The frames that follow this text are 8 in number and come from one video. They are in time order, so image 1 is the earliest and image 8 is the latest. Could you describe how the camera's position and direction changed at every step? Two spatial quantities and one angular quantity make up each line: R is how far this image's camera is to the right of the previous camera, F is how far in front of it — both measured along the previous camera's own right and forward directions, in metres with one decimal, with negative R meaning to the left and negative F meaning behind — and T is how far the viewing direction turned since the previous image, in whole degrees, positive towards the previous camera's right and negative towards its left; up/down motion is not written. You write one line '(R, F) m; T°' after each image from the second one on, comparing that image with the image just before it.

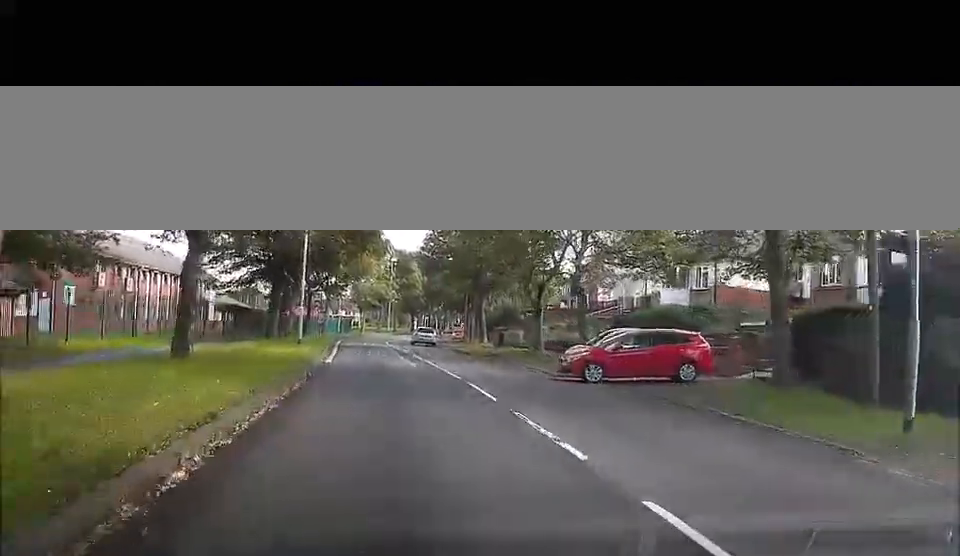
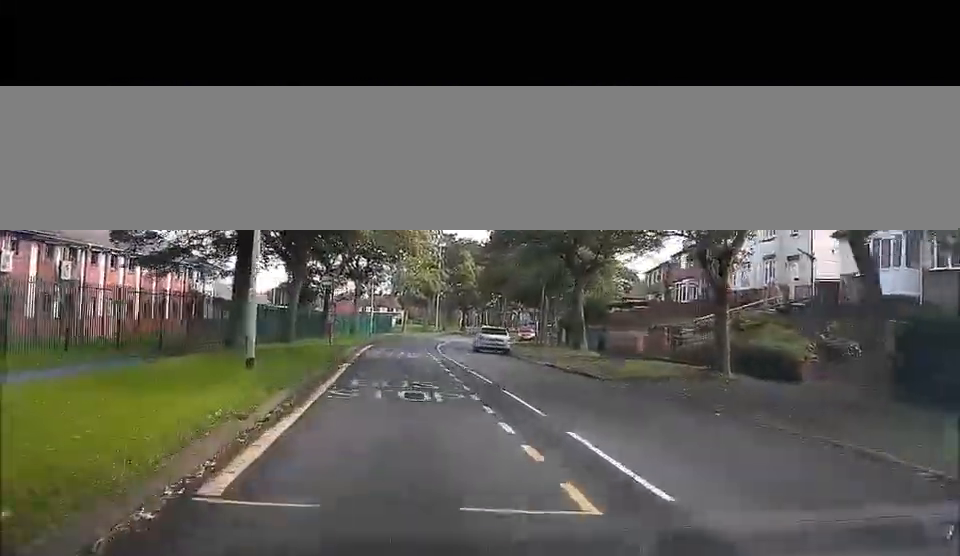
(-0.1, +19.4) m; -2°
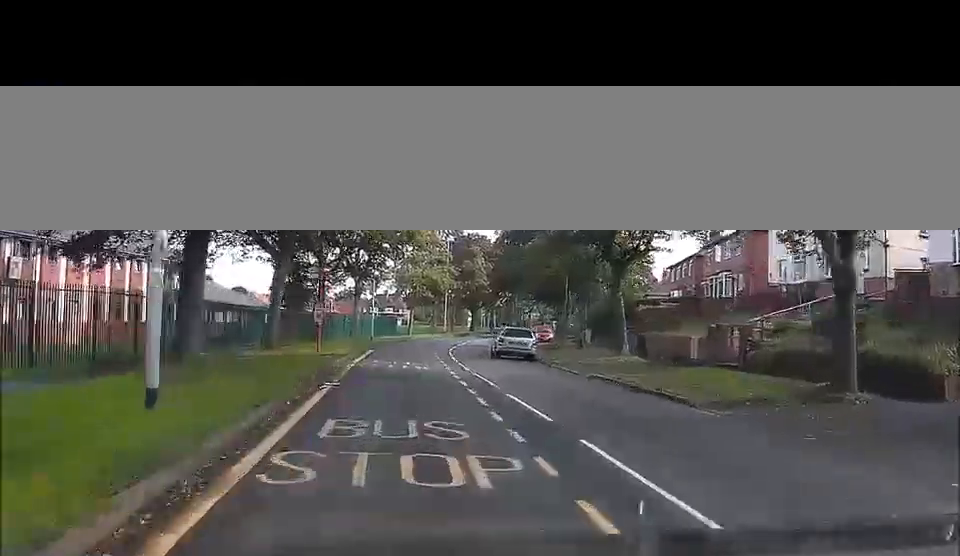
(-0.1, +6.4) m; 0°
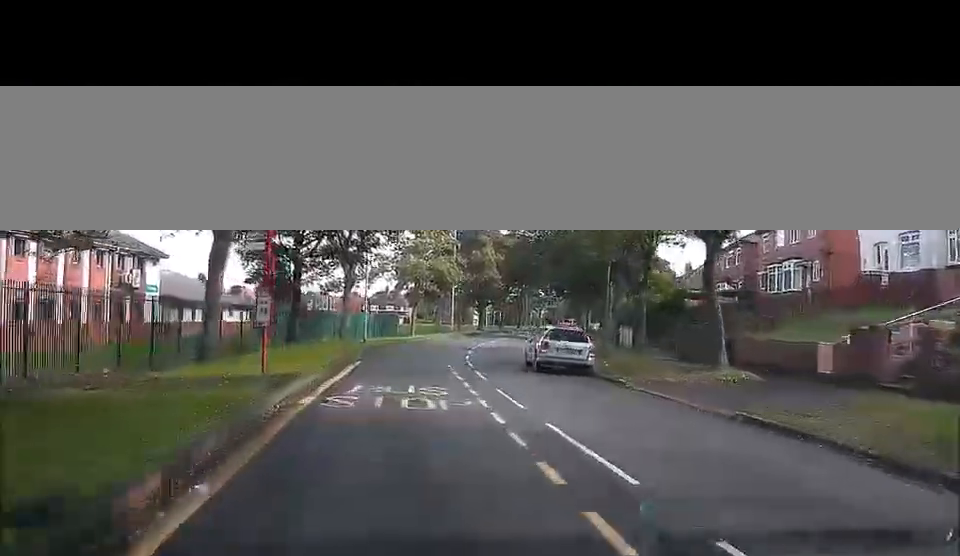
(0.0, +10.4) m; +2°
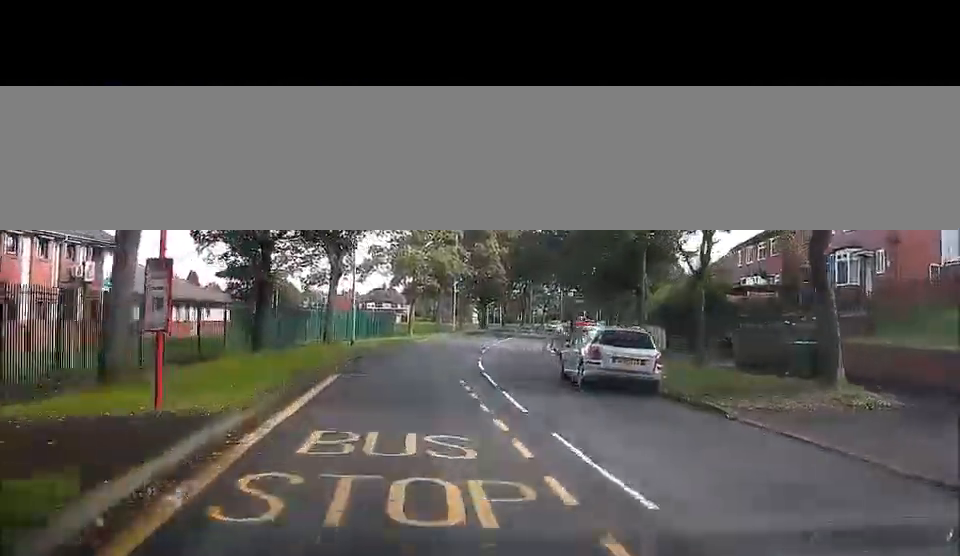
(+0.2, +6.9) m; +1°
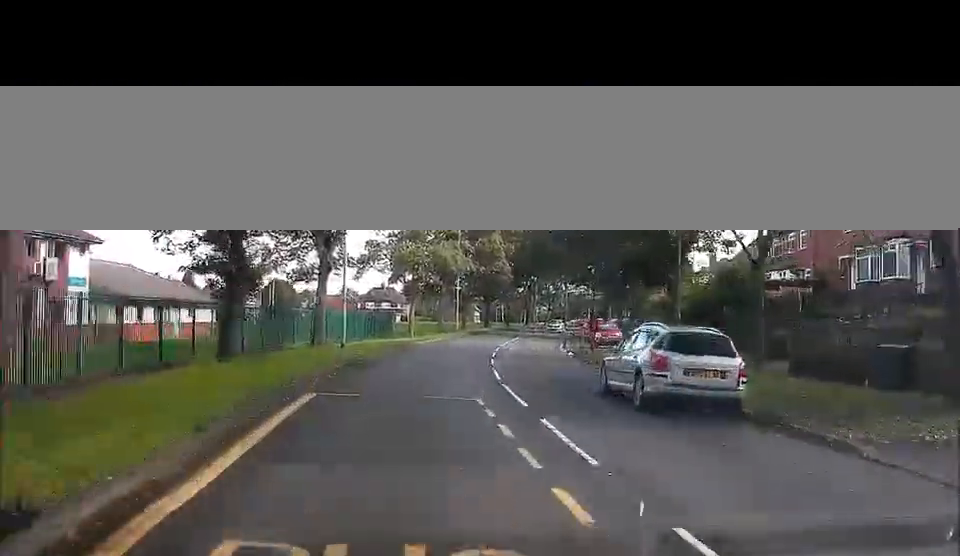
(0.0, +4.6) m; 0°
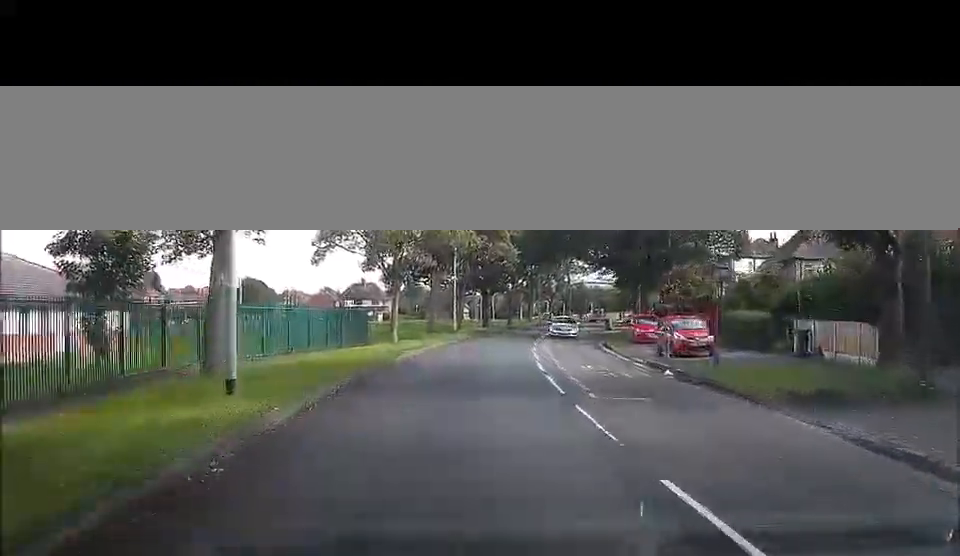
(+0.1, +16.2) m; +2°
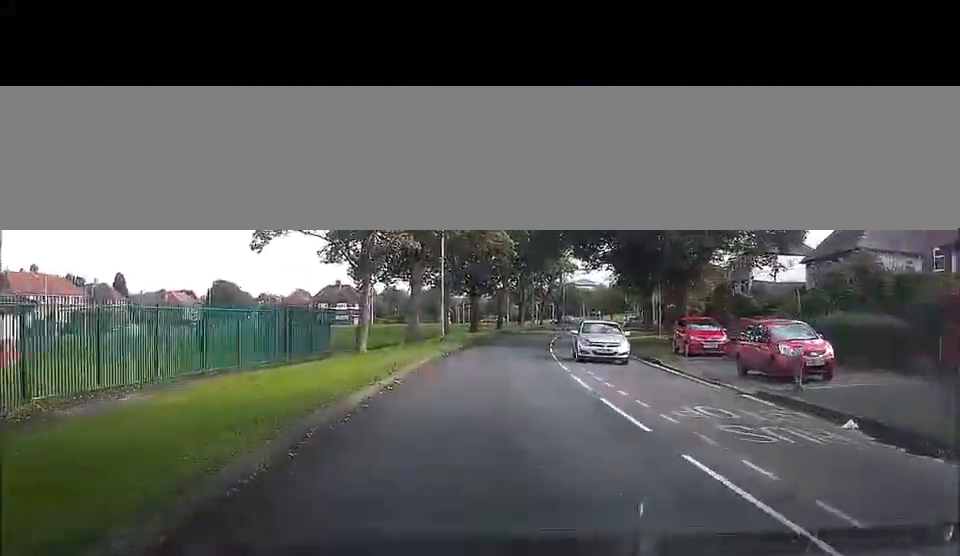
(+0.3, +10.8) m; +3°
